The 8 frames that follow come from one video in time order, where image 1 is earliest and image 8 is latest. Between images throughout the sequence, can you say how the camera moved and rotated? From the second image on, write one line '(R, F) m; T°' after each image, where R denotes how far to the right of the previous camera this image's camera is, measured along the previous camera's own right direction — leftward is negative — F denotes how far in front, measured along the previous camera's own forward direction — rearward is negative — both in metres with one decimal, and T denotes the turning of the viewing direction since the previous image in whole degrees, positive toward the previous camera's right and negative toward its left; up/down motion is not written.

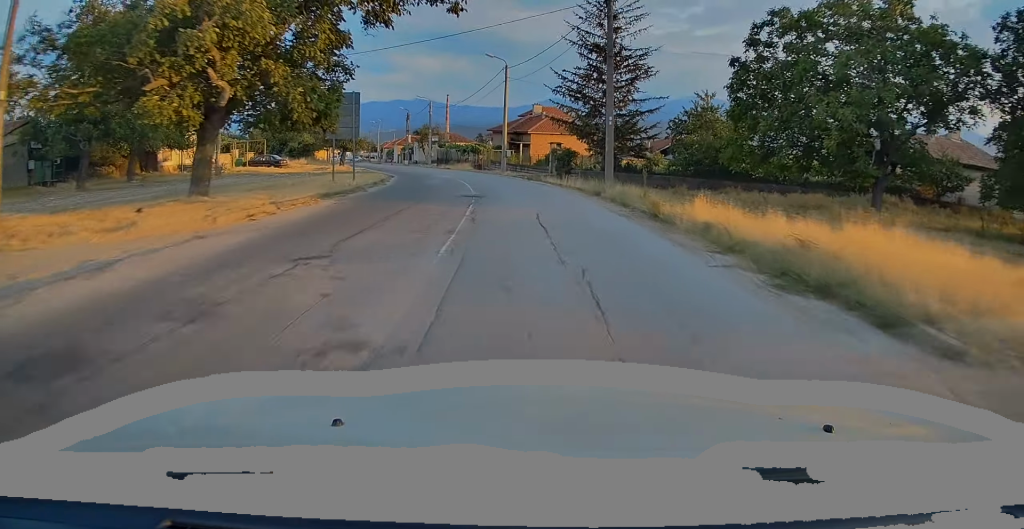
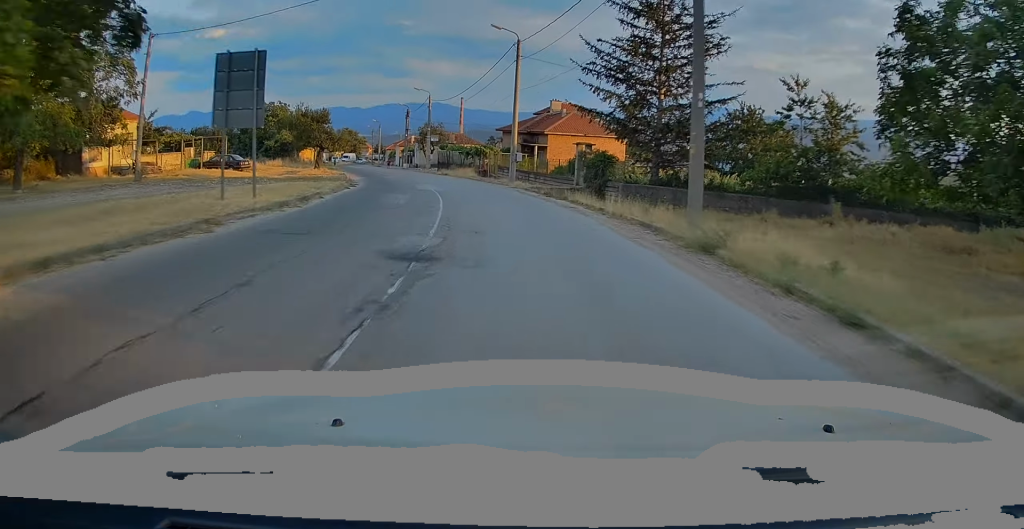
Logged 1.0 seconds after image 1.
(-0.1, +11.8) m; -2°
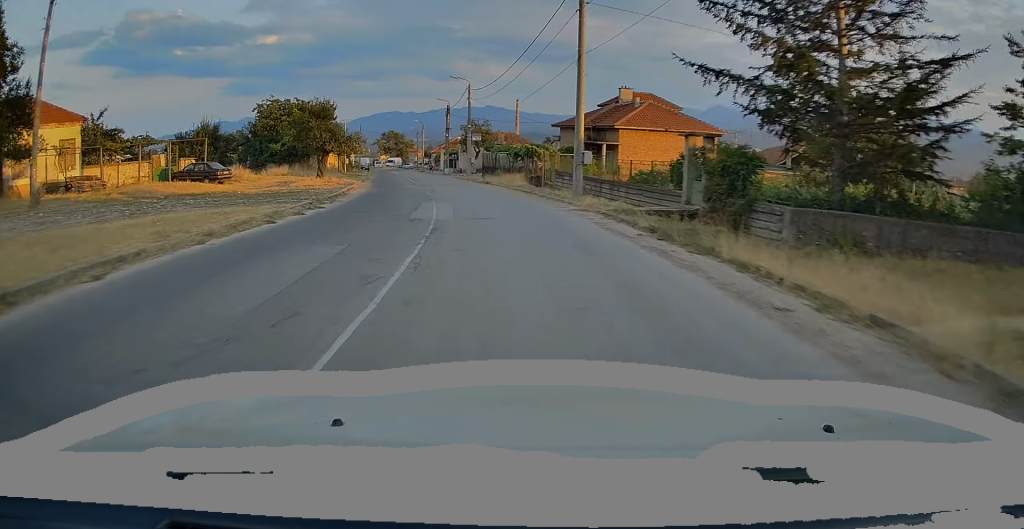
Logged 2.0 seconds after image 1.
(-0.4, +12.5) m; -4°
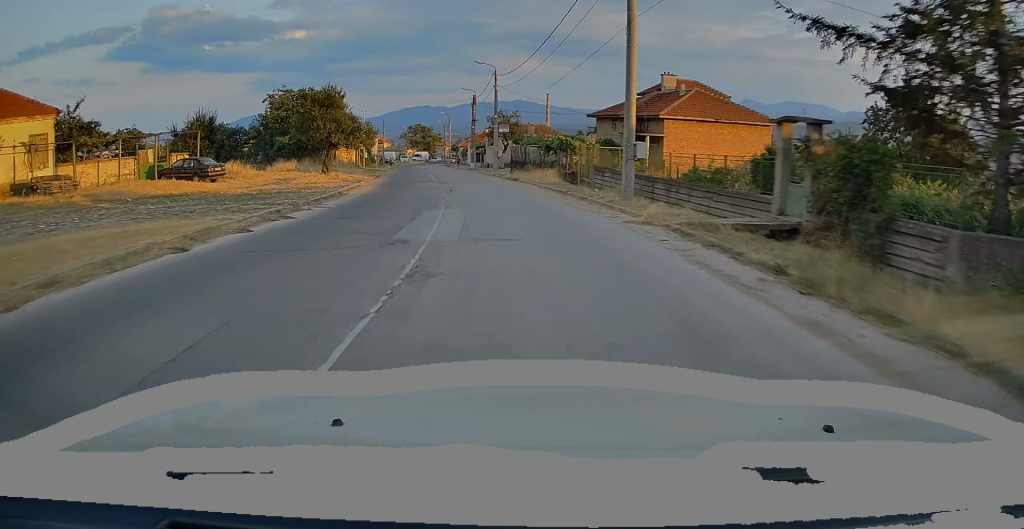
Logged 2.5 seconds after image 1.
(-0.1, +4.9) m; -2°
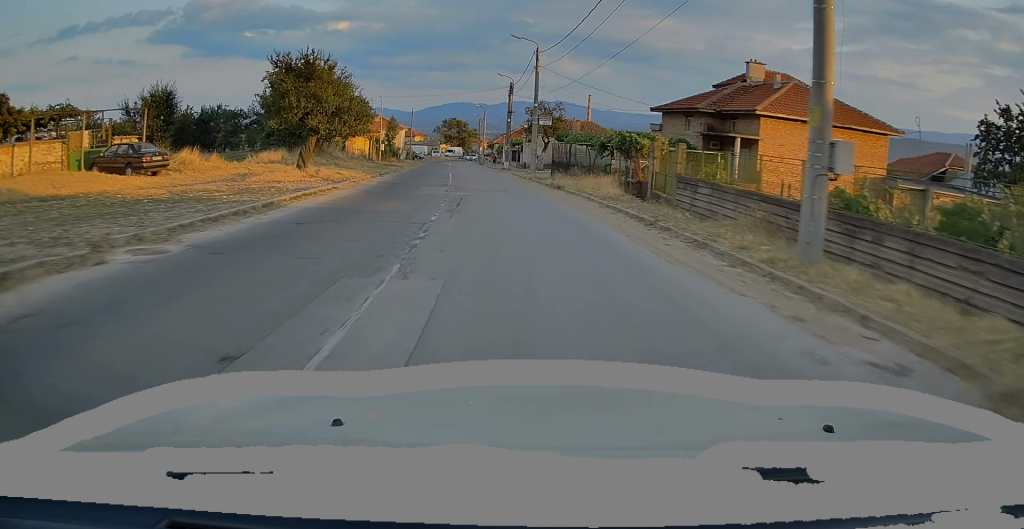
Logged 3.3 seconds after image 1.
(-0.3, +9.8) m; -5°
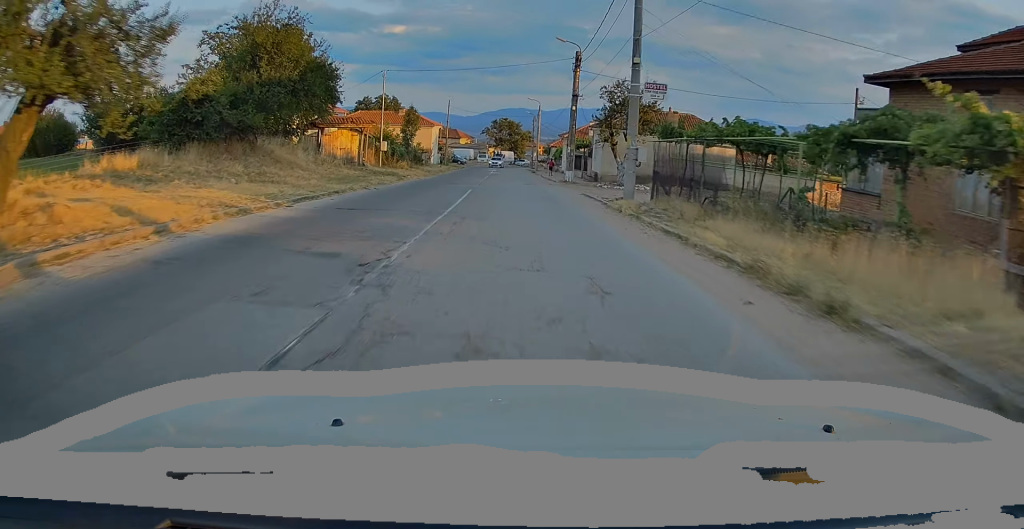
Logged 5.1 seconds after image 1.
(-1.4, +19.4) m; -5°
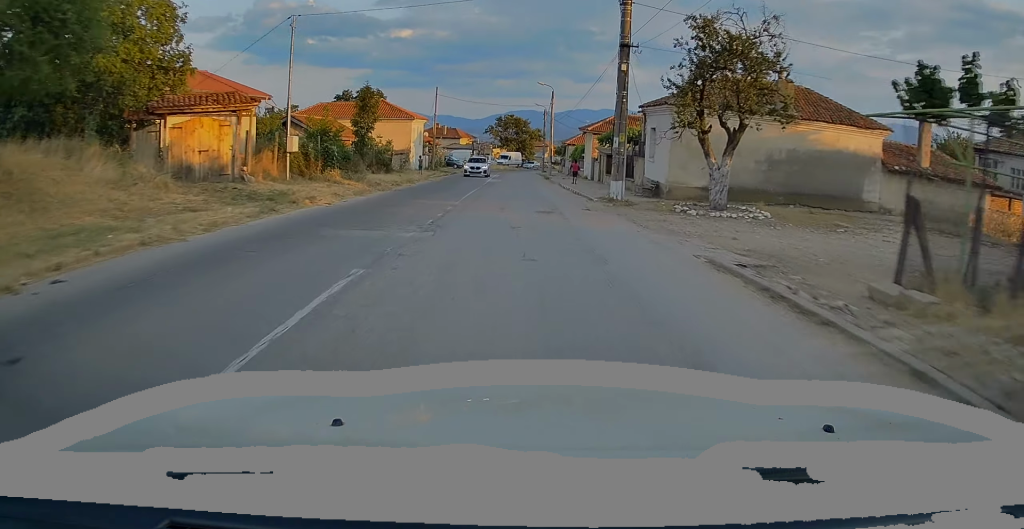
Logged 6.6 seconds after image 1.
(+0.1, +17.2) m; 0°
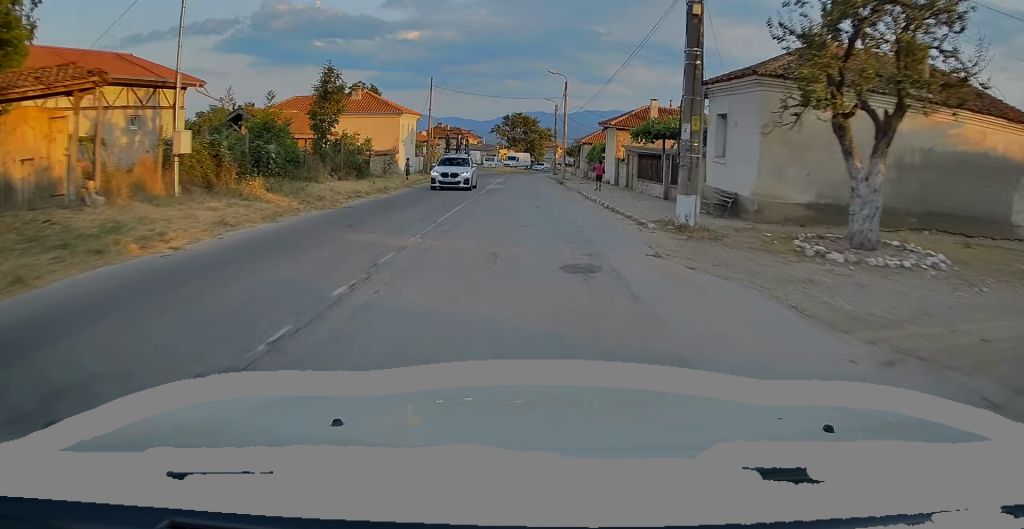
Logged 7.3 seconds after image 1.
(0.0, +8.4) m; -1°
